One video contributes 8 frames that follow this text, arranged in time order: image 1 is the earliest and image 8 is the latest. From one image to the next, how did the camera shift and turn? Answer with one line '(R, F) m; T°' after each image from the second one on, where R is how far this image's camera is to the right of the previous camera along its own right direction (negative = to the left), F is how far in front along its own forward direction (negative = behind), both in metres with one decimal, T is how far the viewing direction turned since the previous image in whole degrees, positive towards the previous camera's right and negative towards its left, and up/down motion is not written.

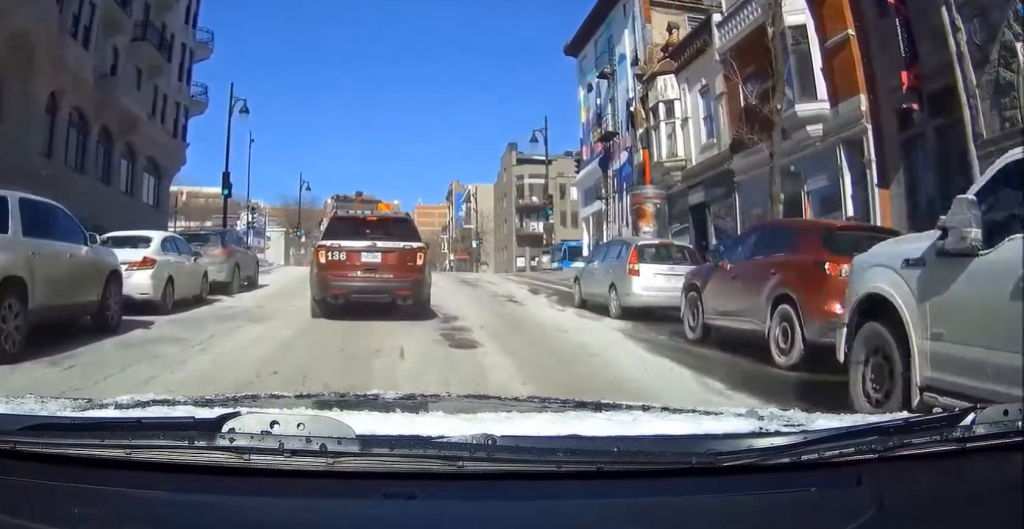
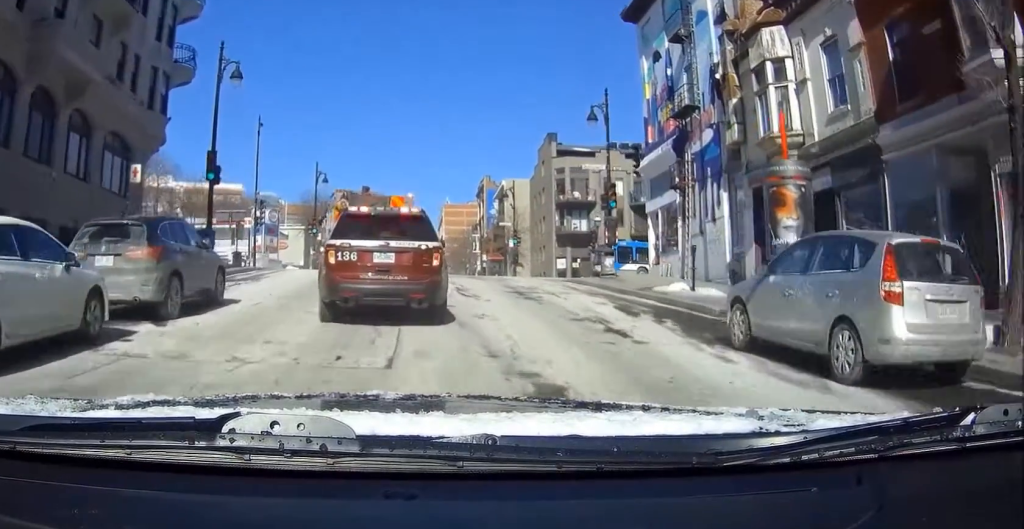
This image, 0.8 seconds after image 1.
(0.0, +5.5) m; 0°
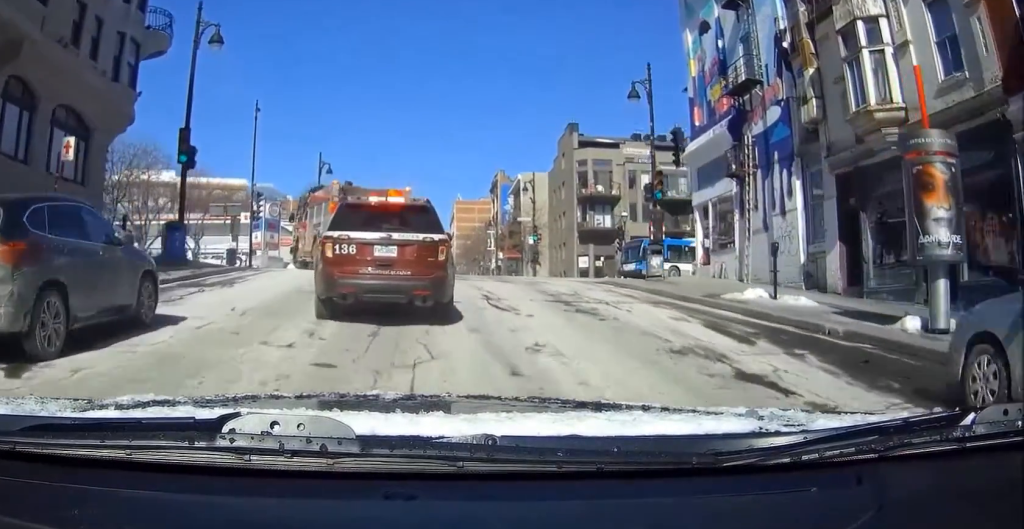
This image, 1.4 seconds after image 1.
(0.0, +4.1) m; 0°
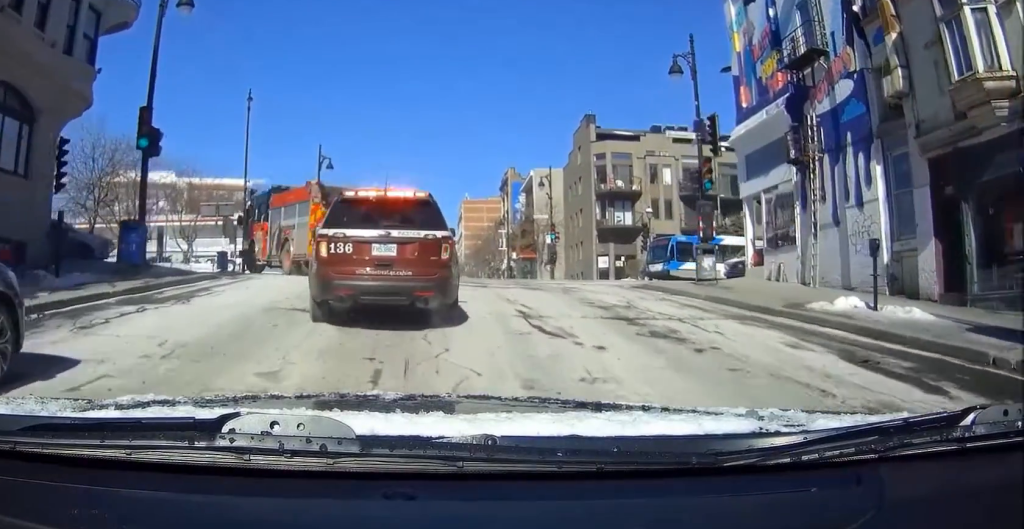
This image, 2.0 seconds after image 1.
(0.0, +4.0) m; 0°
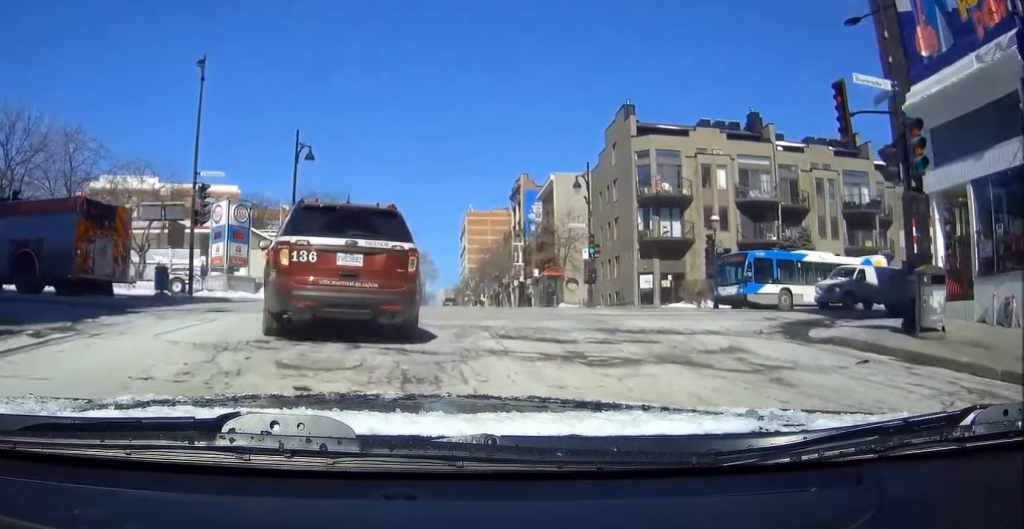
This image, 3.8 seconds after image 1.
(0.0, +13.1) m; 0°
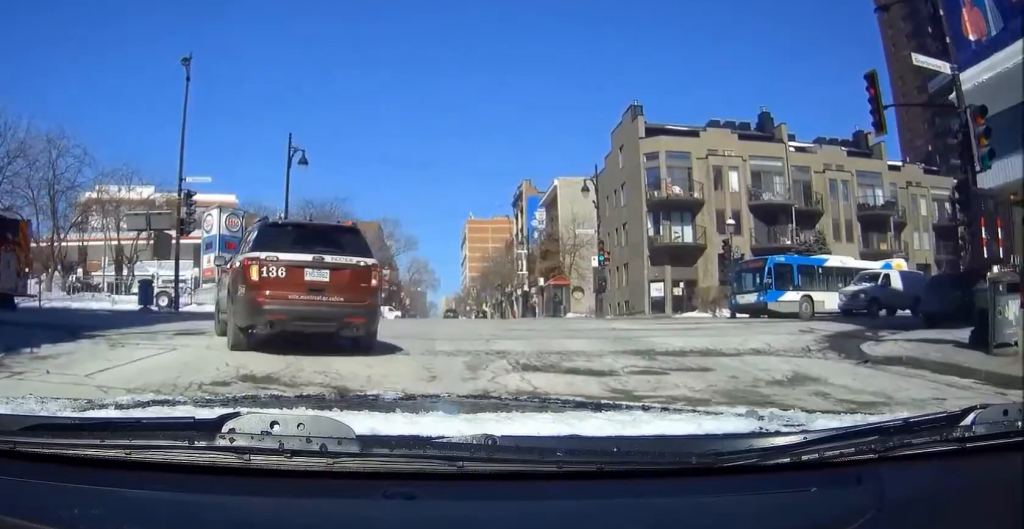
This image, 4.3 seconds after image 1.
(0.0, +3.1) m; 0°
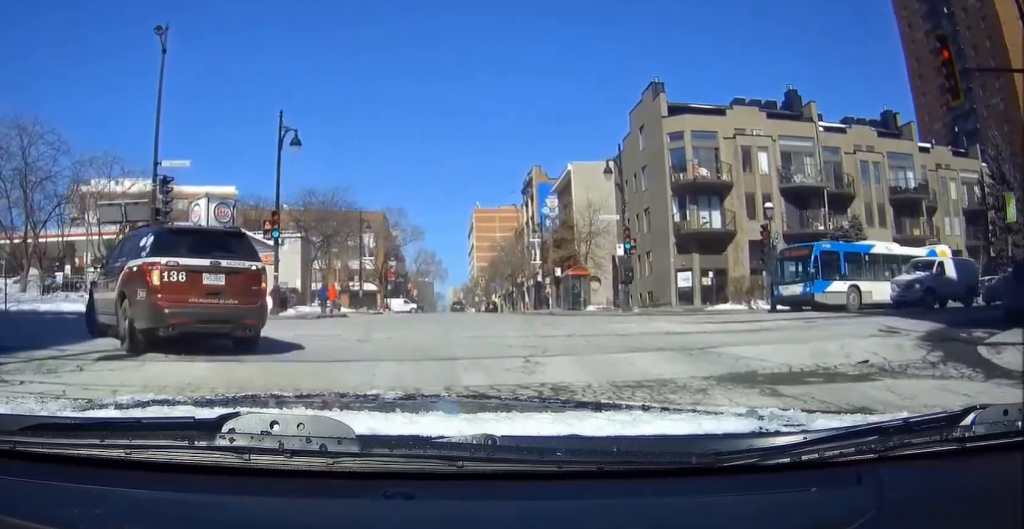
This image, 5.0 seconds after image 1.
(0.0, +5.1) m; -3°
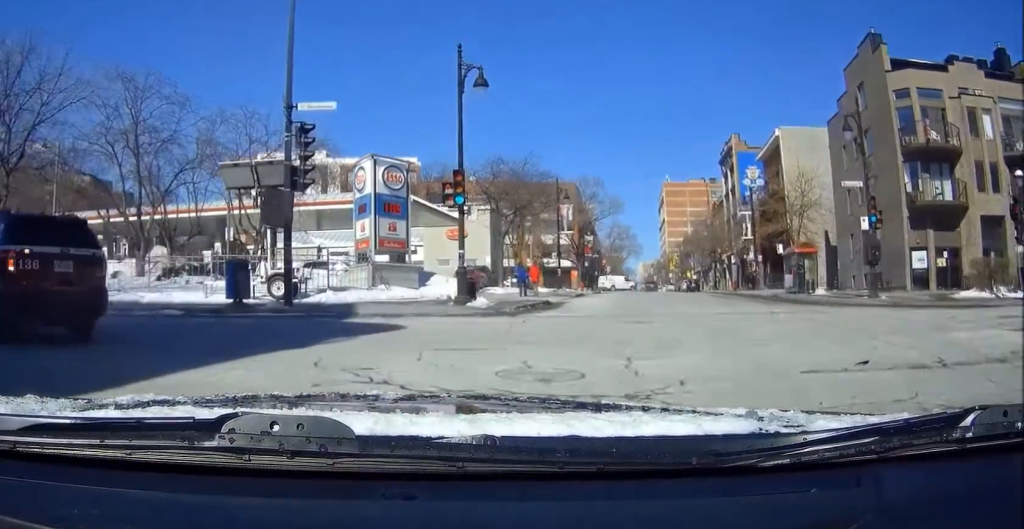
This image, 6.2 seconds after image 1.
(-0.6, +7.9) m; -19°
